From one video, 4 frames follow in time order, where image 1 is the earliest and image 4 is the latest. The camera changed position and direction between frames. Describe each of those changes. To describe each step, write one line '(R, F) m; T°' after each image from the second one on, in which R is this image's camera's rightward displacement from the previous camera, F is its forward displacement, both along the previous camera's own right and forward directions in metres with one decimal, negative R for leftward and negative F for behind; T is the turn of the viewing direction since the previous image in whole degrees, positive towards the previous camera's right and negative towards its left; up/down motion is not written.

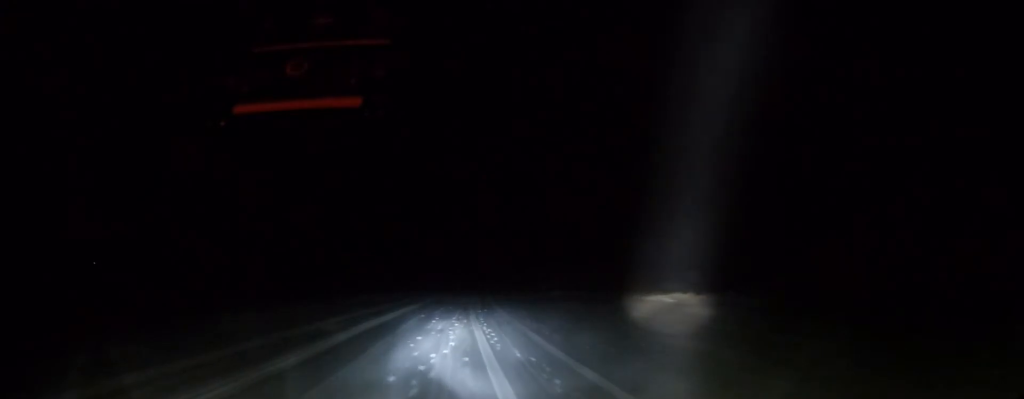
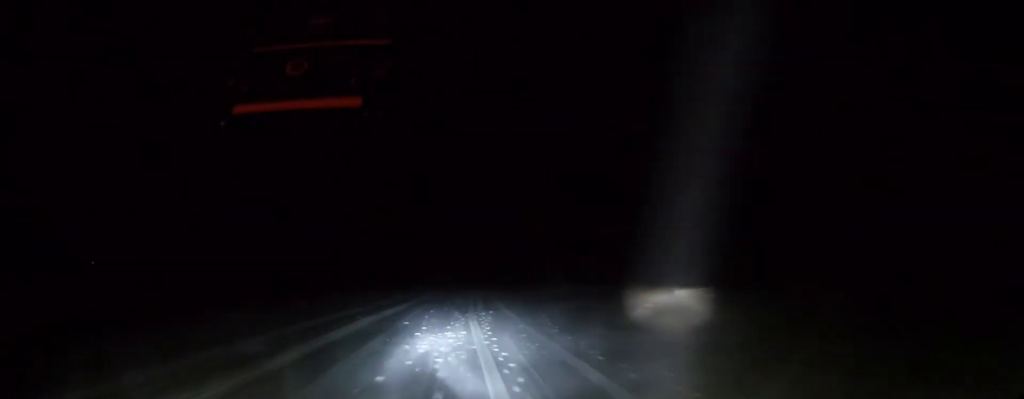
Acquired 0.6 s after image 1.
(+0.1, +6.3) m; -2°
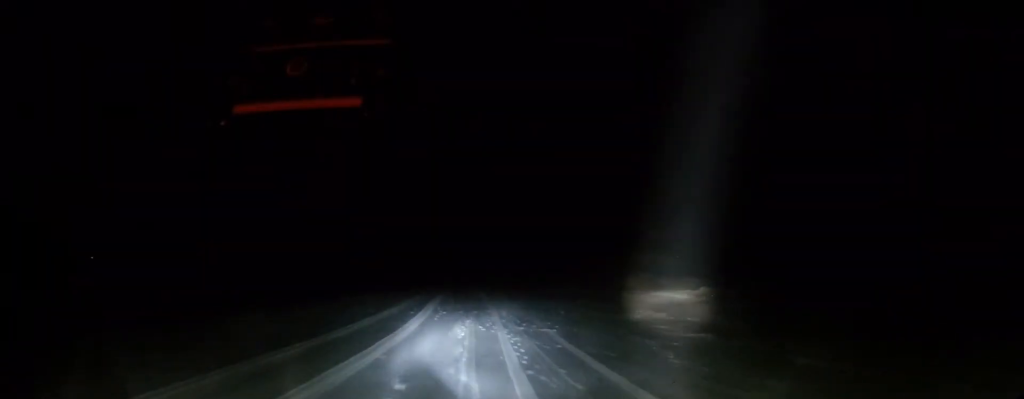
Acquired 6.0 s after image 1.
(+1.0, +58.6) m; +2°
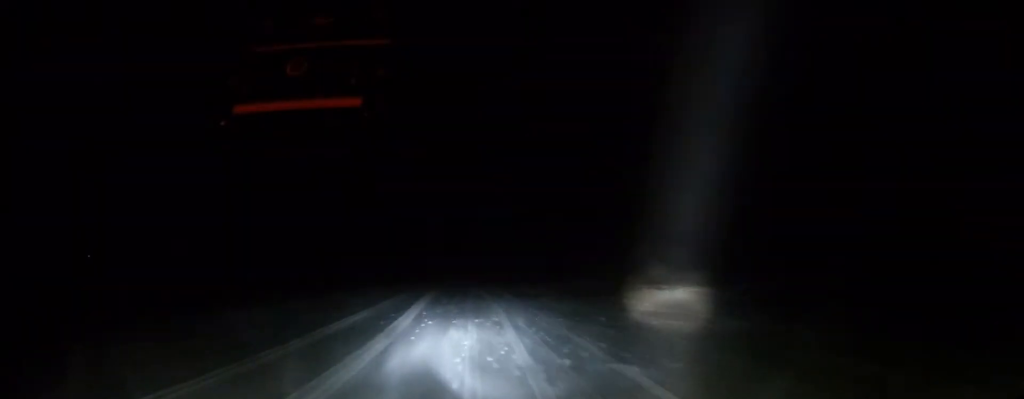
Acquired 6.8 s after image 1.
(+0.1, +7.8) m; +1°
